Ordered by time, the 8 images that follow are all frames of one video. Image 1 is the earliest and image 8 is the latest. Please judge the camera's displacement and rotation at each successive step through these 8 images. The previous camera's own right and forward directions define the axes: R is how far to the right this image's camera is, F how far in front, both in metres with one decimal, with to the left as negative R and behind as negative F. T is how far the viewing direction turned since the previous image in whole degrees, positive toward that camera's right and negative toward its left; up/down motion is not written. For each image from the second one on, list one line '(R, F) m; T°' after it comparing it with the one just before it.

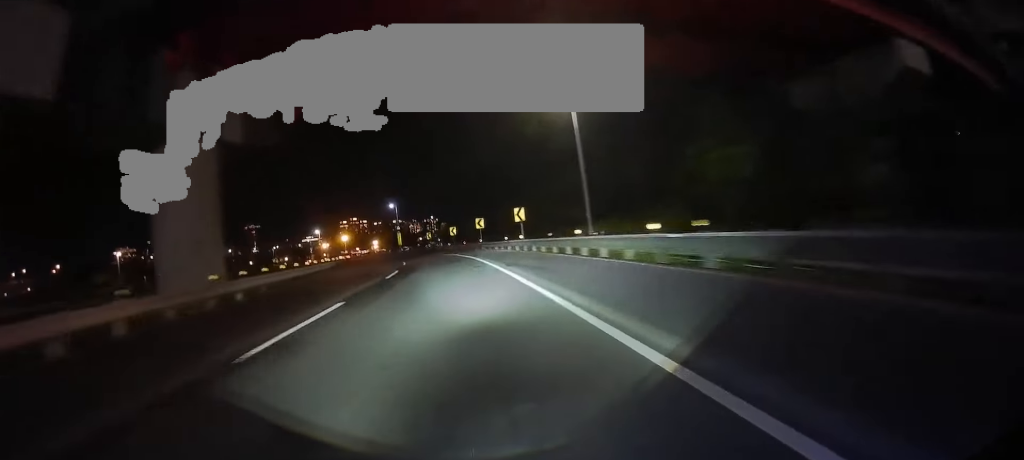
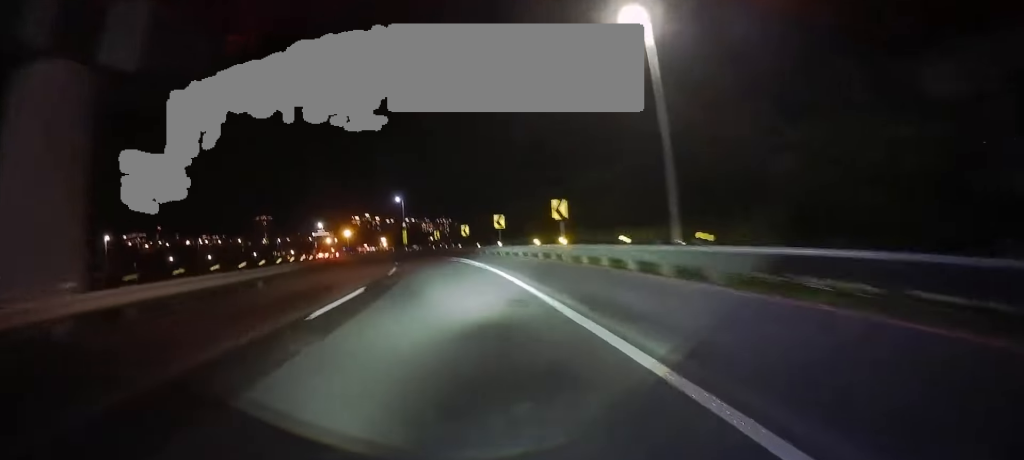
(-1.1, +8.0) m; -3°
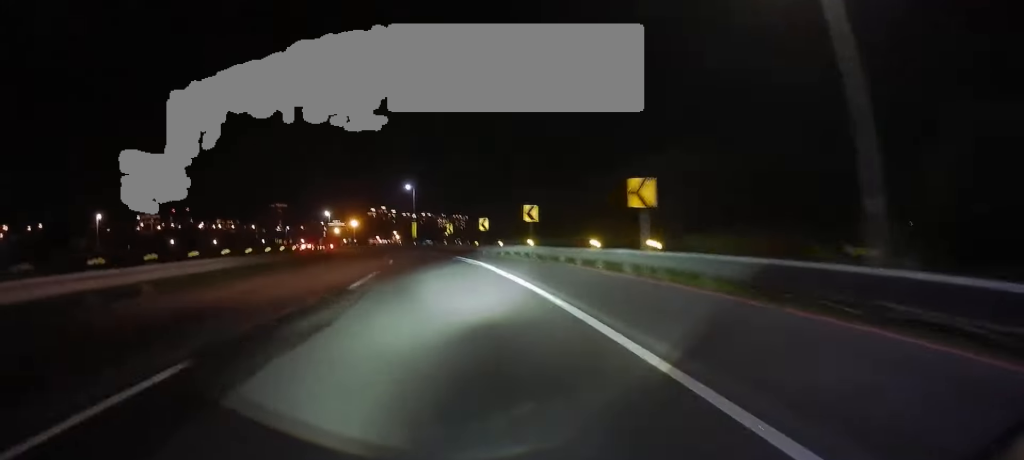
(-0.7, +7.5) m; -2°
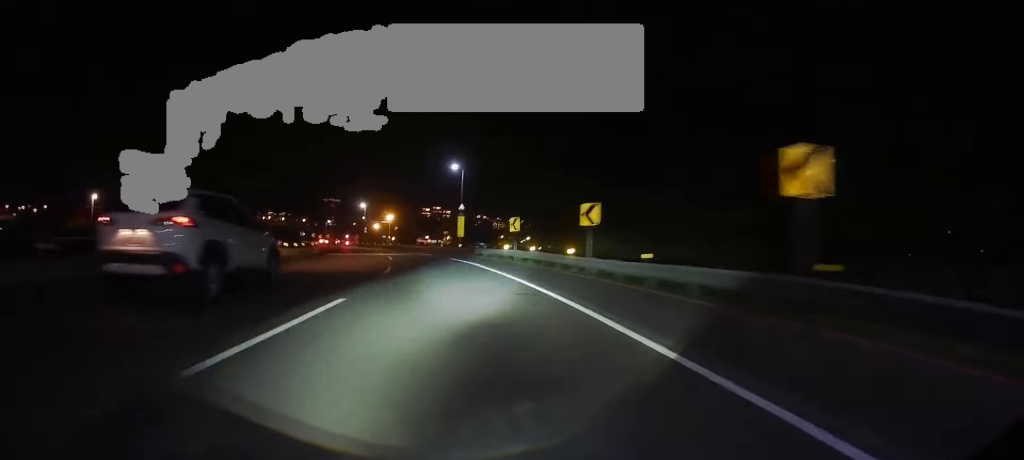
(+0.7, +16.7) m; -1°
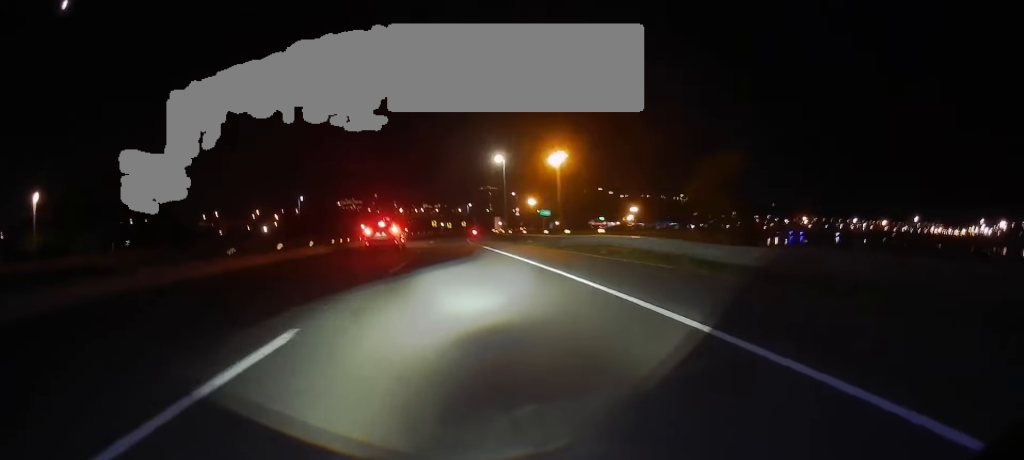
(-8.2, +41.8) m; -21°
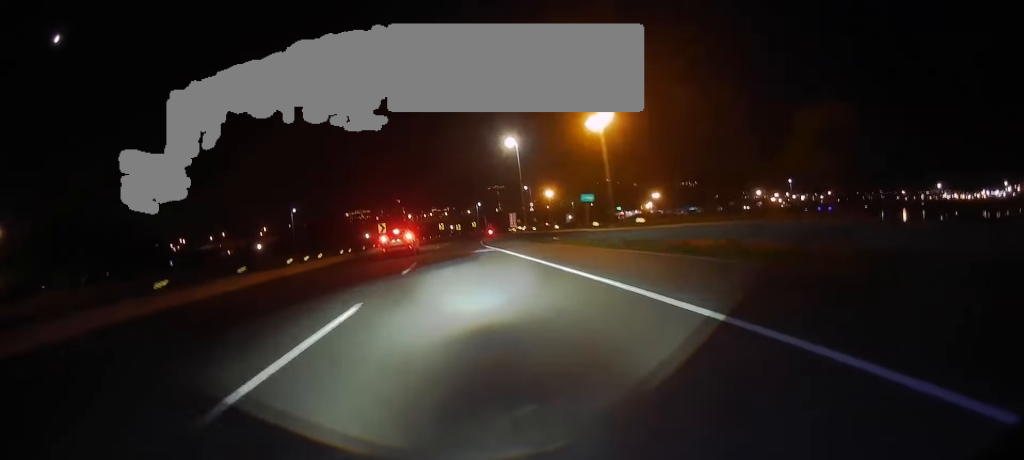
(-0.1, +7.7) m; -3°
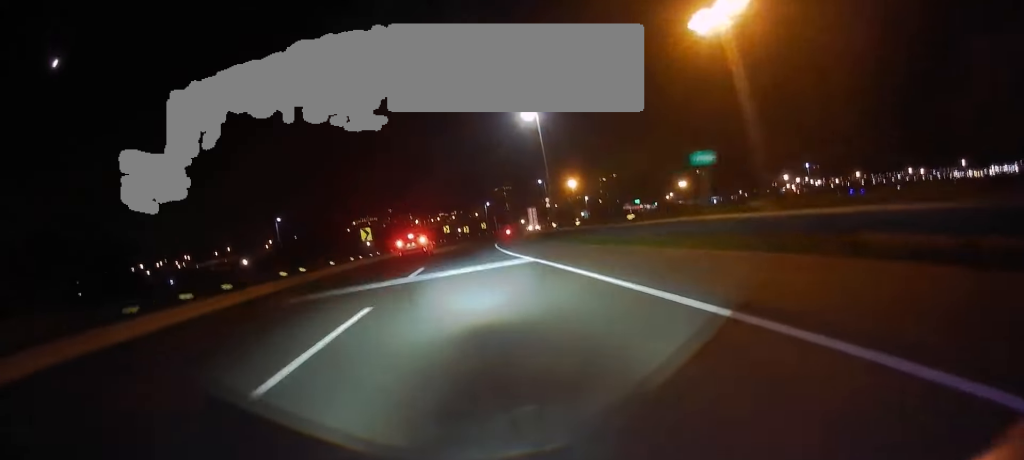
(-0.4, +9.2) m; -1°
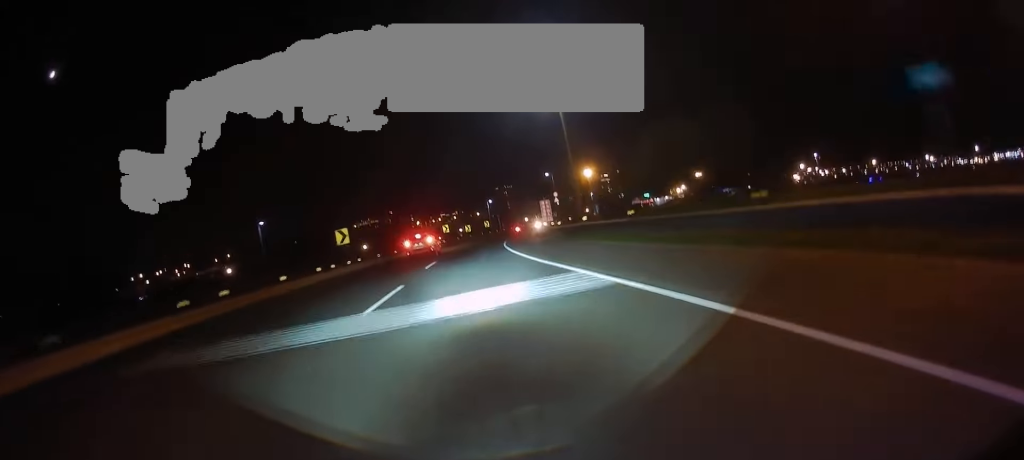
(-0.1, +6.2) m; -1°
